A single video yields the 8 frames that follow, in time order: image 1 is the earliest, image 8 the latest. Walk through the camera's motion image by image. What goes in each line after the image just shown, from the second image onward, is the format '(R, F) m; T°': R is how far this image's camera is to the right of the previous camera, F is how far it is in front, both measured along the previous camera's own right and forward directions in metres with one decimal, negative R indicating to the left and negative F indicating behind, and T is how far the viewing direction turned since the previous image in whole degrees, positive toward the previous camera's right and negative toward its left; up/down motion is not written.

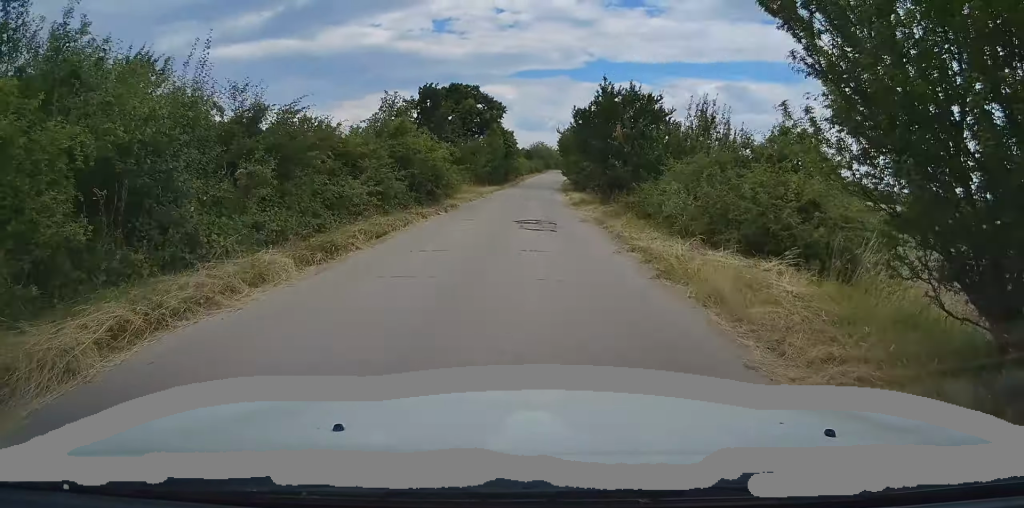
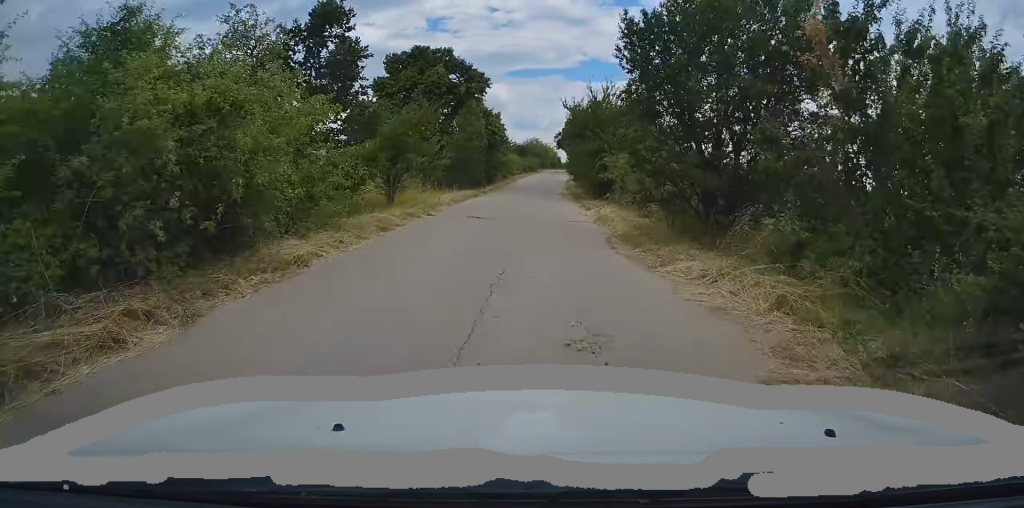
(-0.1, +15.5) m; +1°
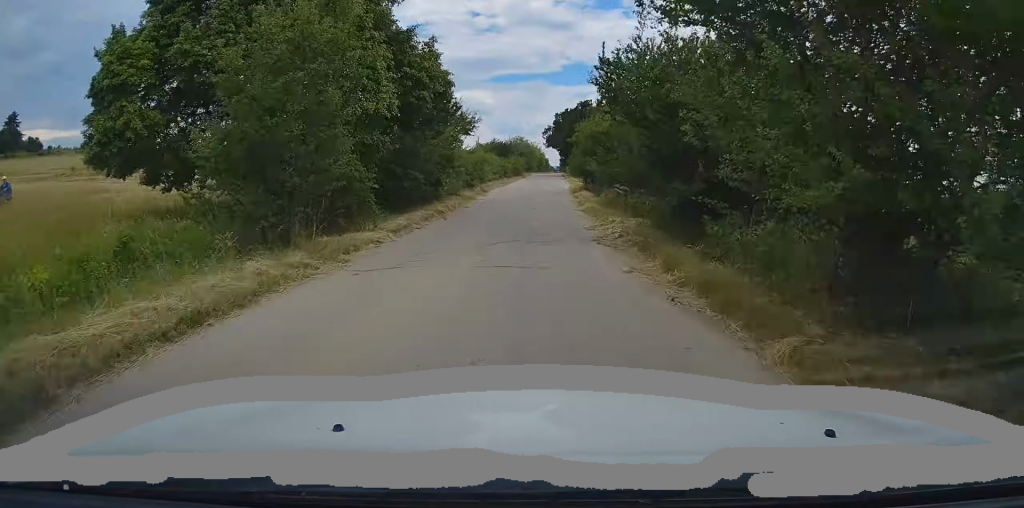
(+0.5, +23.5) m; +2°
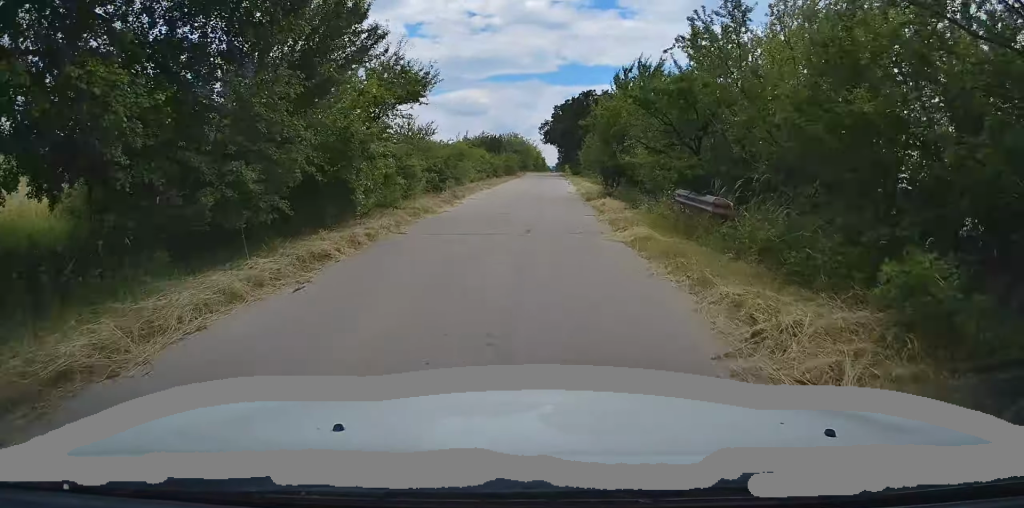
(-0.1, +11.0) m; +1°
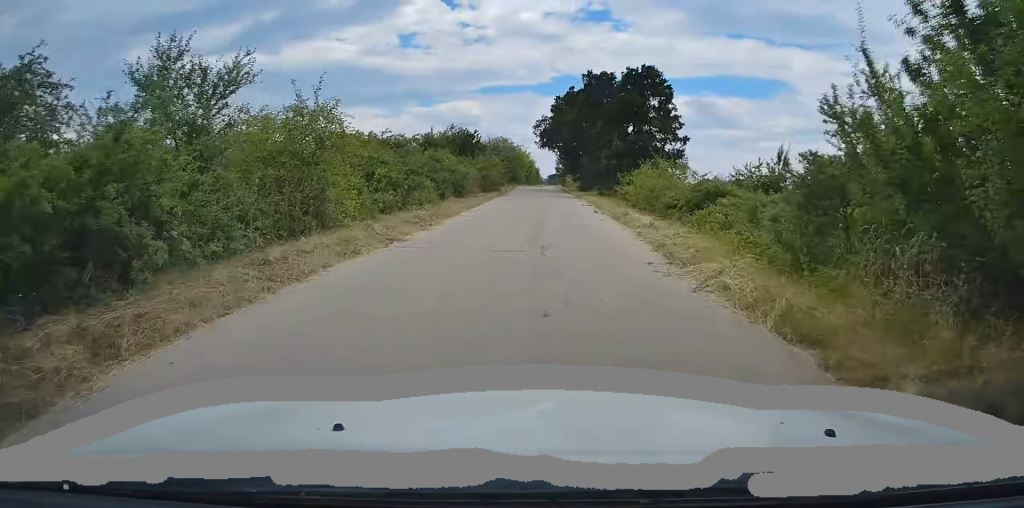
(+0.4, +22.1) m; +1°
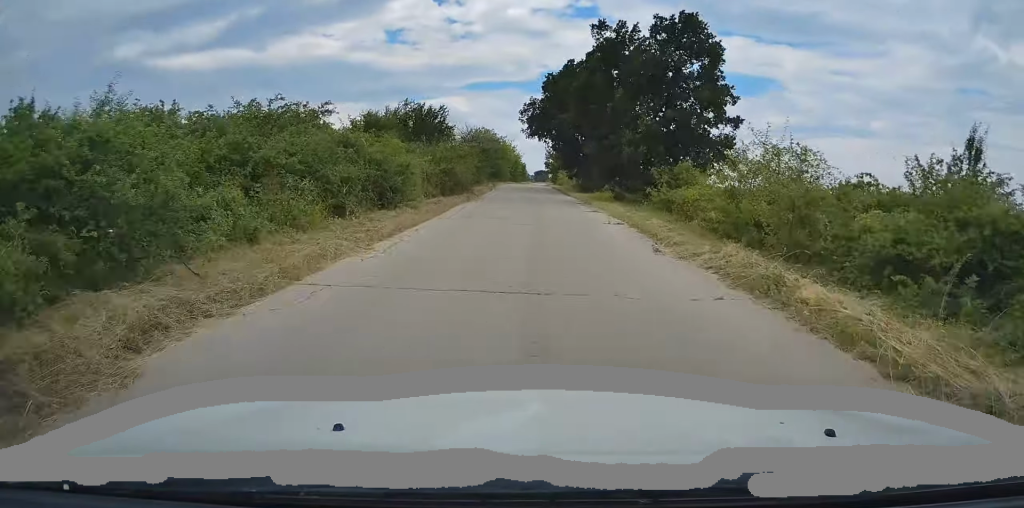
(-0.2, +12.9) m; 0°
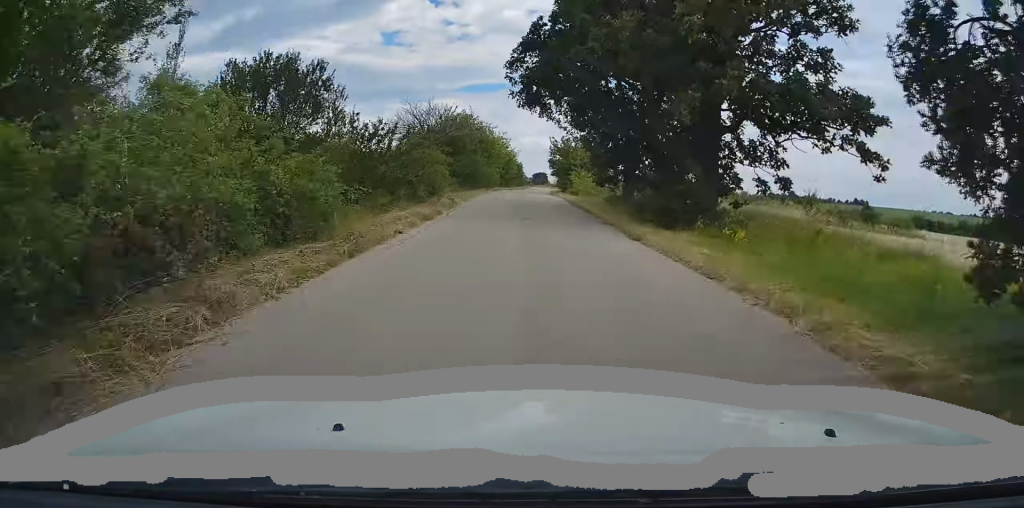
(+0.5, +25.5) m; +2°
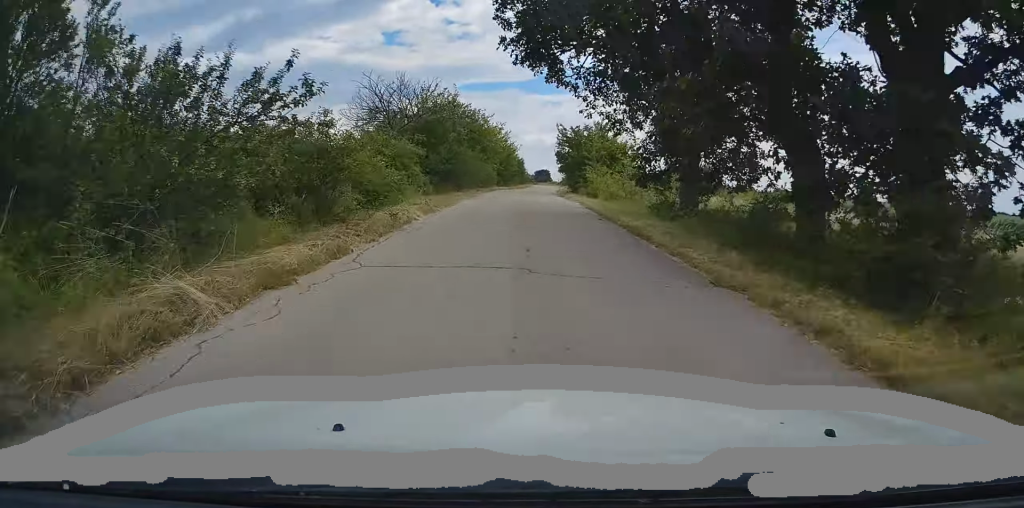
(0.0, +10.8) m; -1°
